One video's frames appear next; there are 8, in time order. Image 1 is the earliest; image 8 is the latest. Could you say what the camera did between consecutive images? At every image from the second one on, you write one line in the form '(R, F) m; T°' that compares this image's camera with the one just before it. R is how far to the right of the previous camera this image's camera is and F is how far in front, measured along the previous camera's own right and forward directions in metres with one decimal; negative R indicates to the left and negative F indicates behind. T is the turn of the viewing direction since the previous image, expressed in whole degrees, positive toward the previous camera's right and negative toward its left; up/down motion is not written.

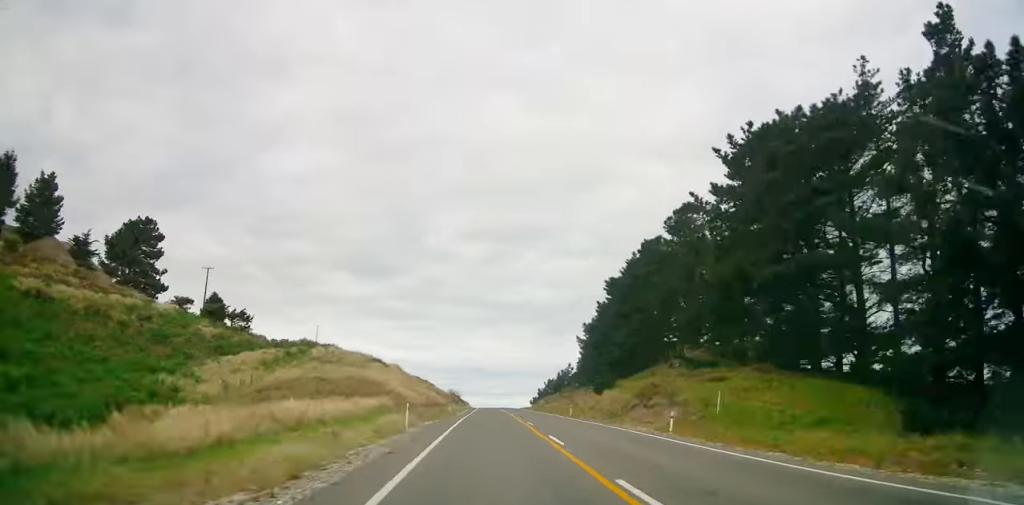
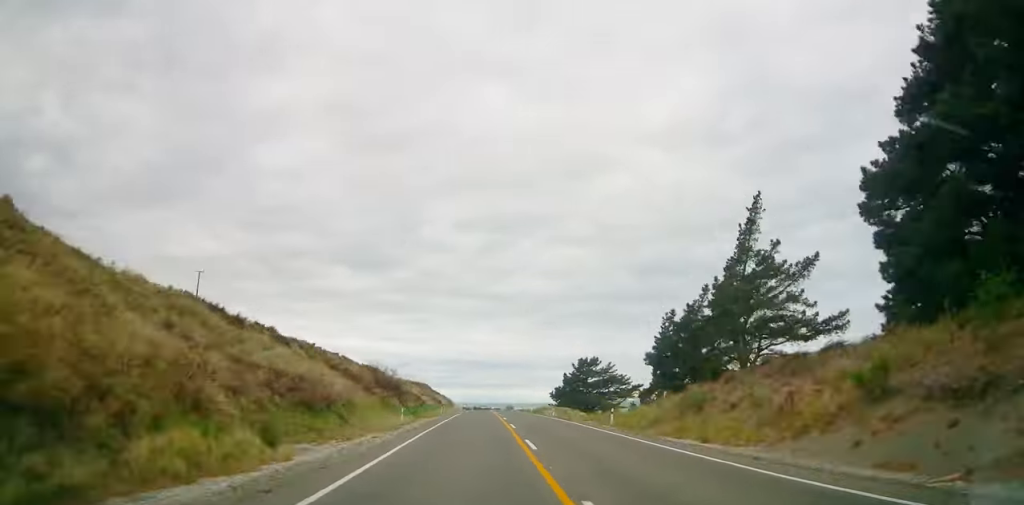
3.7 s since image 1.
(-0.4, +81.3) m; 0°
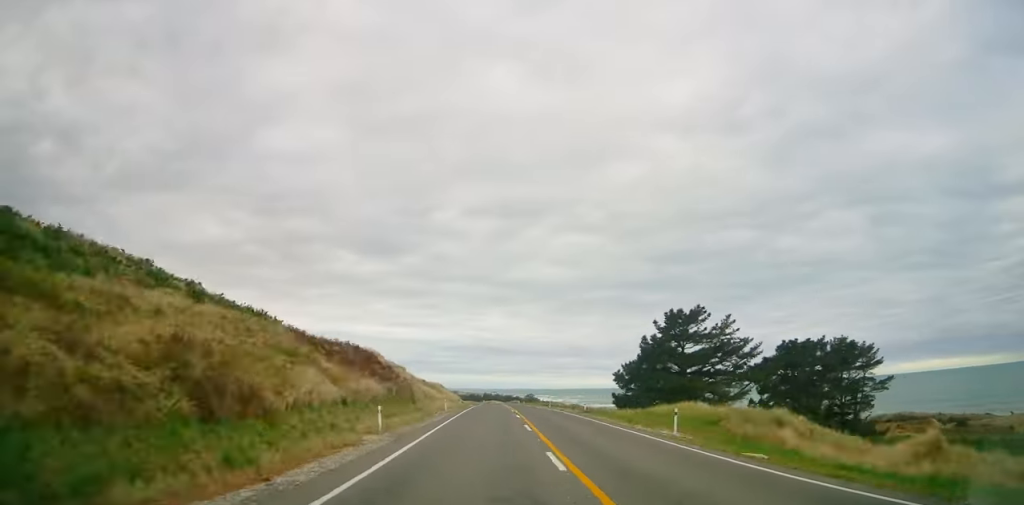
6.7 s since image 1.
(0.0, +63.7) m; 0°
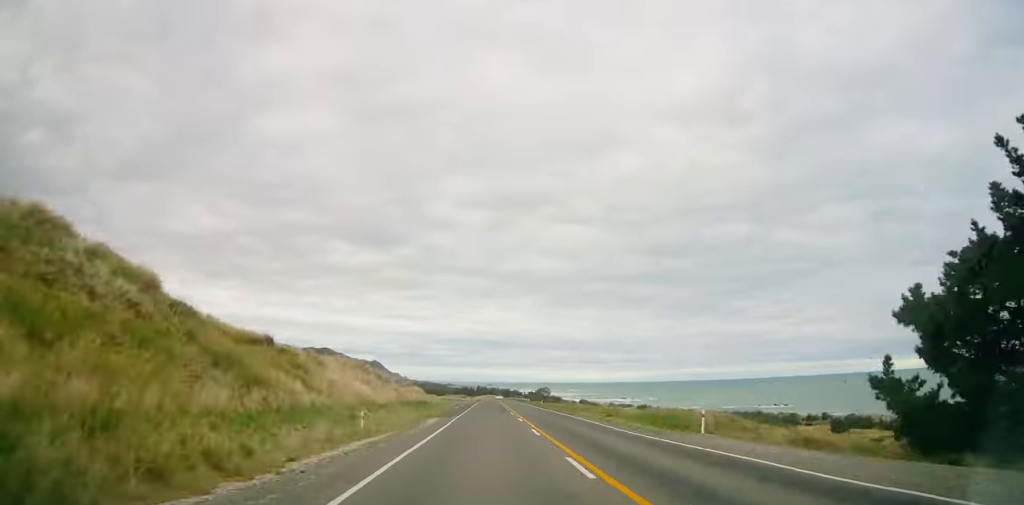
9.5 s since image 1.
(+0.1, +61.0) m; 0°
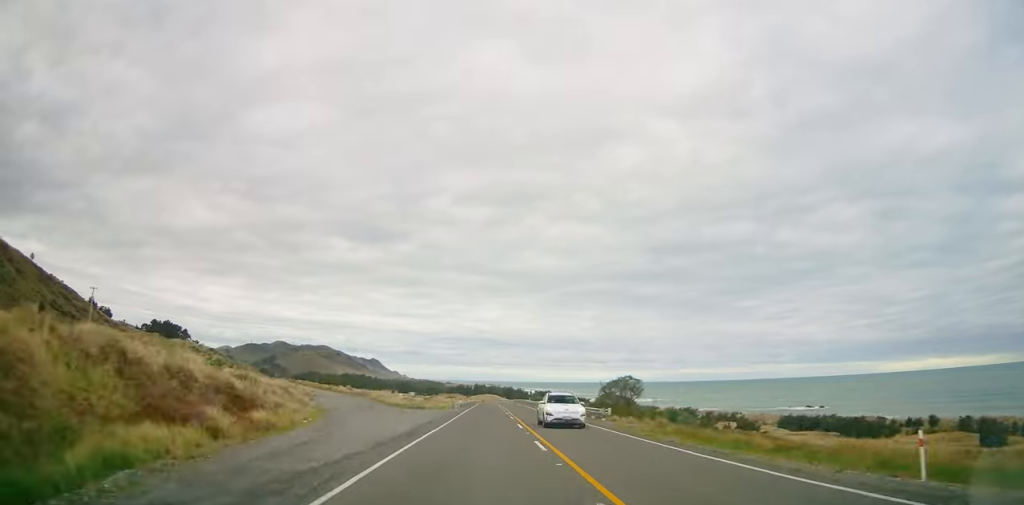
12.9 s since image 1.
(+0.6, +76.1) m; 0°
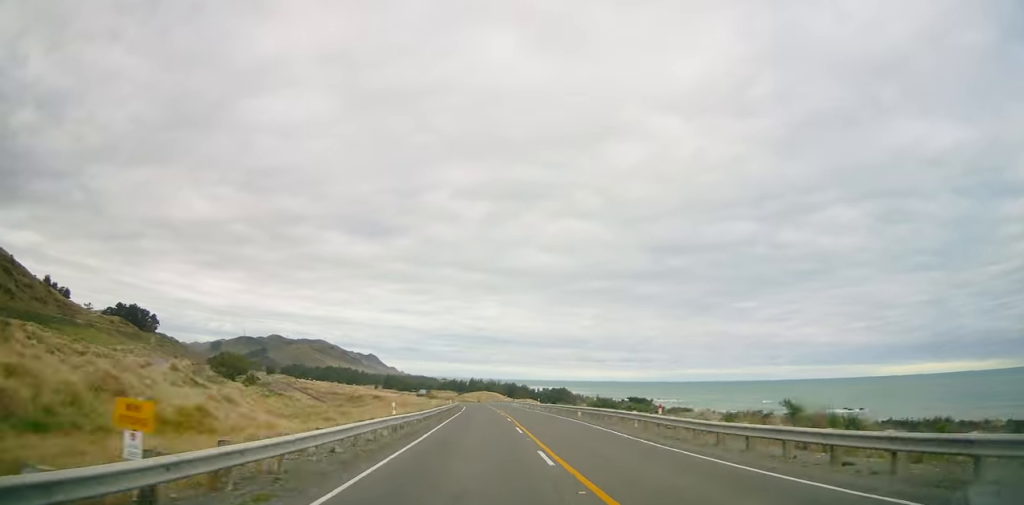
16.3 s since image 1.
(-0.6, +74.9) m; -2°
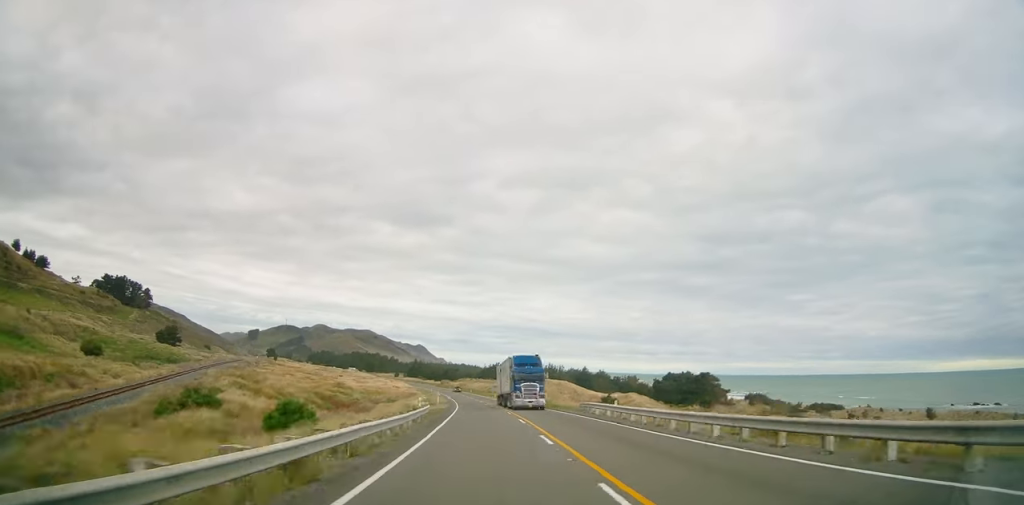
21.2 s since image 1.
(-4.8, +113.8) m; -5°
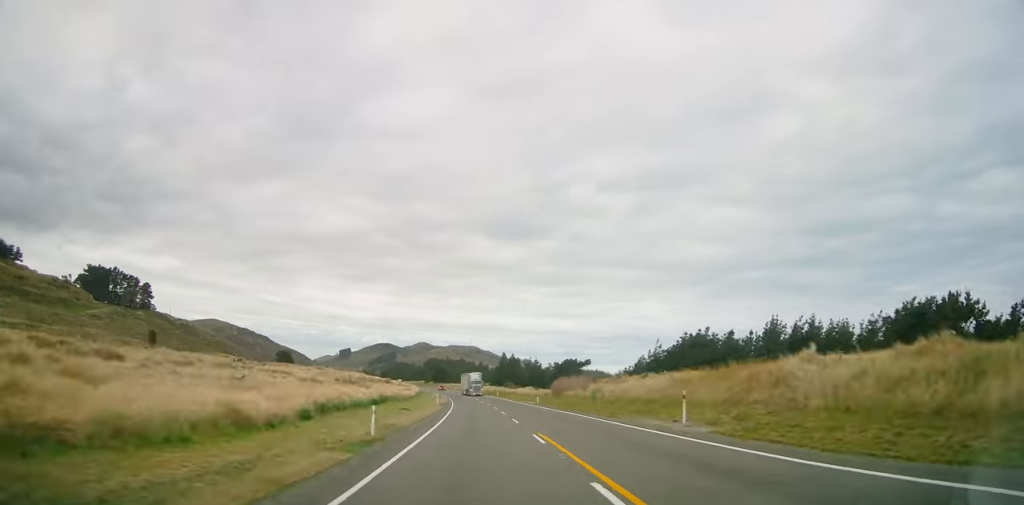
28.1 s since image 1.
(-14.9, +165.7) m; -11°
